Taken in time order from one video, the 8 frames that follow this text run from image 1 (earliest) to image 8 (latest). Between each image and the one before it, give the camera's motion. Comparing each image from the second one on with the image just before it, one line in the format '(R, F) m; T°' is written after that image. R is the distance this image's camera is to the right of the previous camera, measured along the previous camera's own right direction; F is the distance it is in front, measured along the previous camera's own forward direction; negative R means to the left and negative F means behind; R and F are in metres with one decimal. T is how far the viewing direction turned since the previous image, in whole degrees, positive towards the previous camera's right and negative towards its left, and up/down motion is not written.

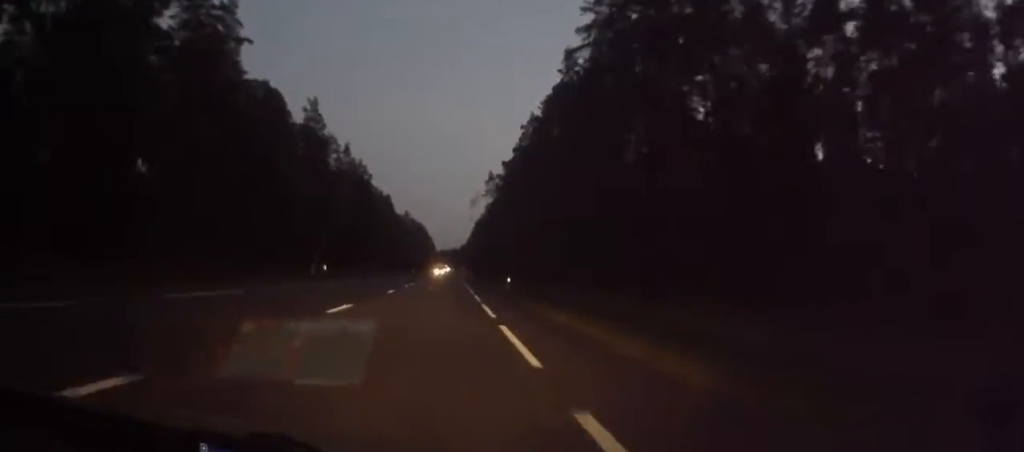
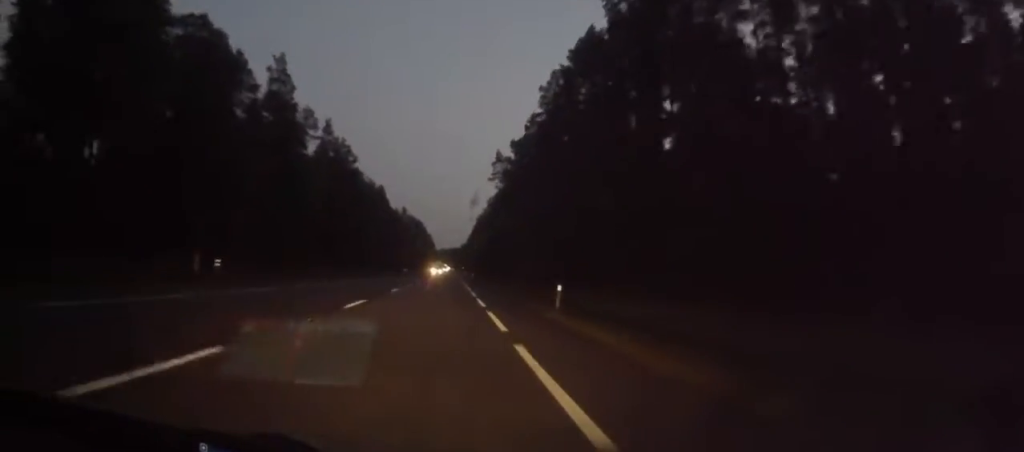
(0.0, +21.8) m; 0°
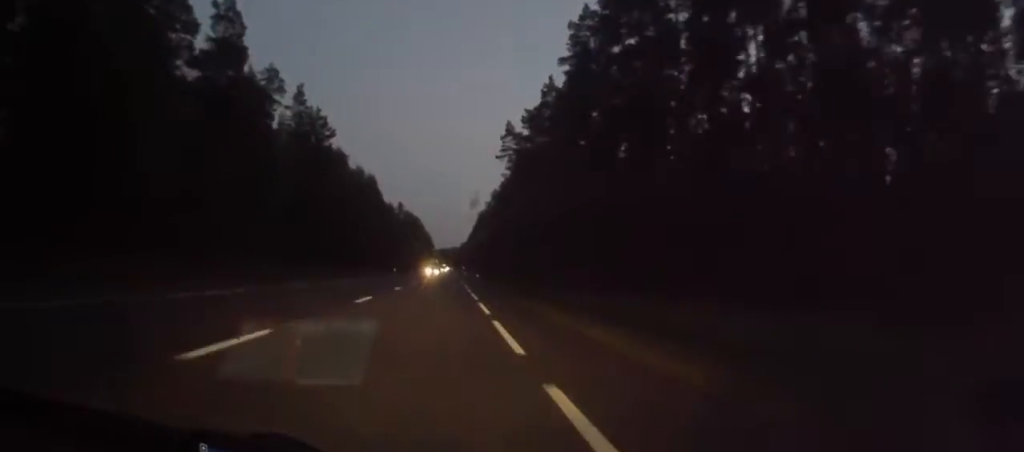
(0.0, +21.8) m; 0°
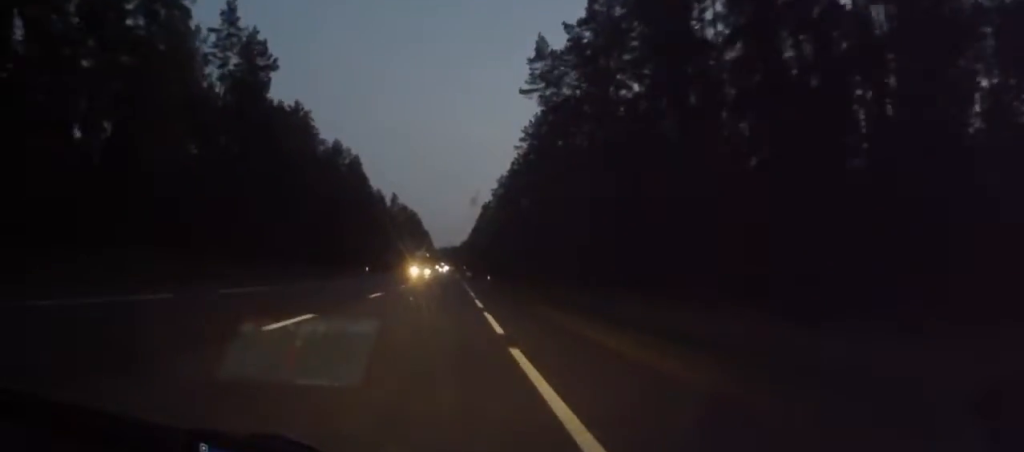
(0.0, +32.6) m; 0°
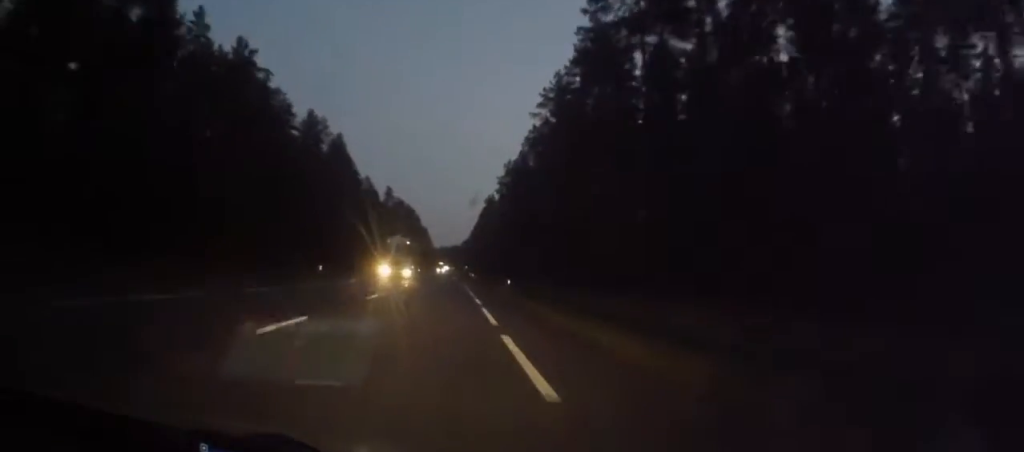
(-0.2, +24.7) m; 0°
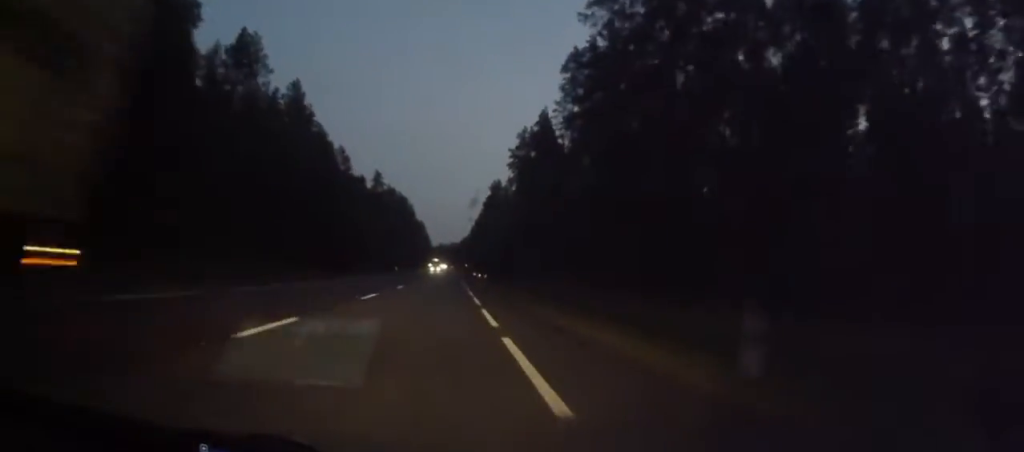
(+0.1, +36.7) m; 0°
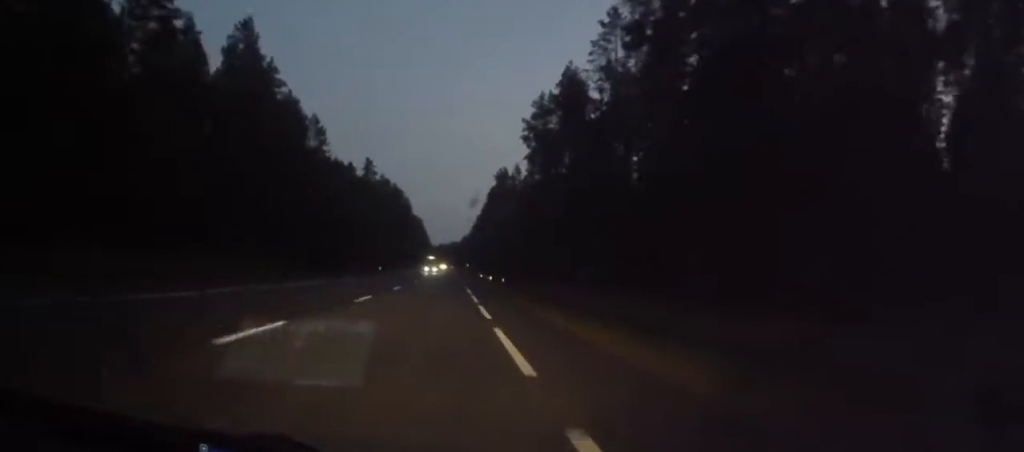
(-0.1, +24.9) m; 0°
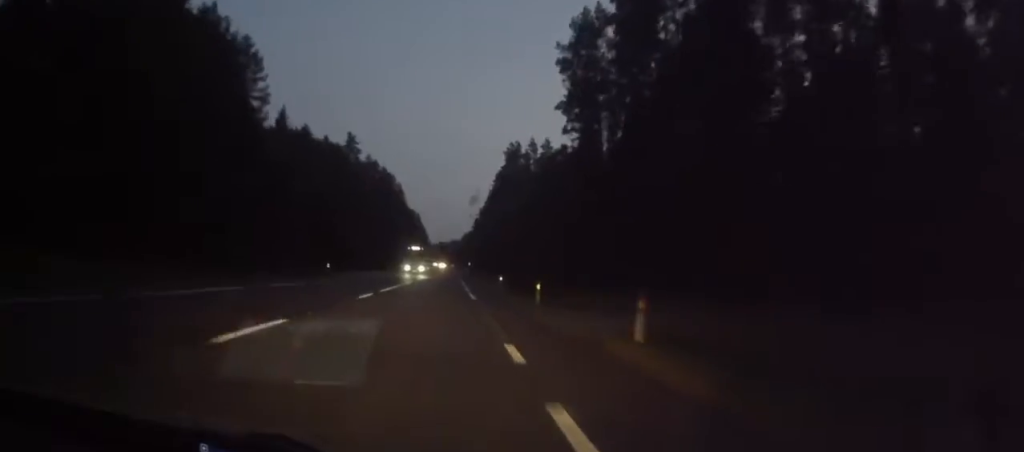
(+0.4, +34.8) m; +1°
